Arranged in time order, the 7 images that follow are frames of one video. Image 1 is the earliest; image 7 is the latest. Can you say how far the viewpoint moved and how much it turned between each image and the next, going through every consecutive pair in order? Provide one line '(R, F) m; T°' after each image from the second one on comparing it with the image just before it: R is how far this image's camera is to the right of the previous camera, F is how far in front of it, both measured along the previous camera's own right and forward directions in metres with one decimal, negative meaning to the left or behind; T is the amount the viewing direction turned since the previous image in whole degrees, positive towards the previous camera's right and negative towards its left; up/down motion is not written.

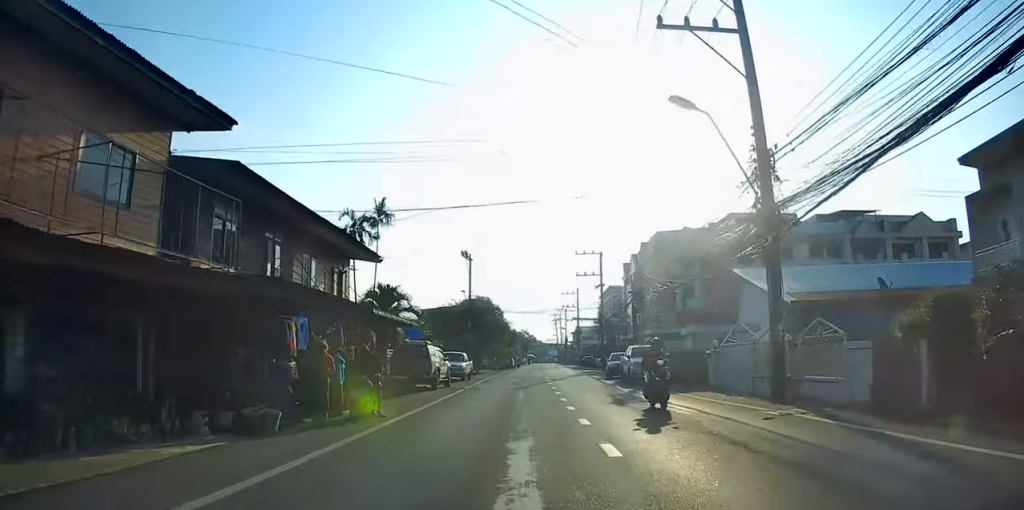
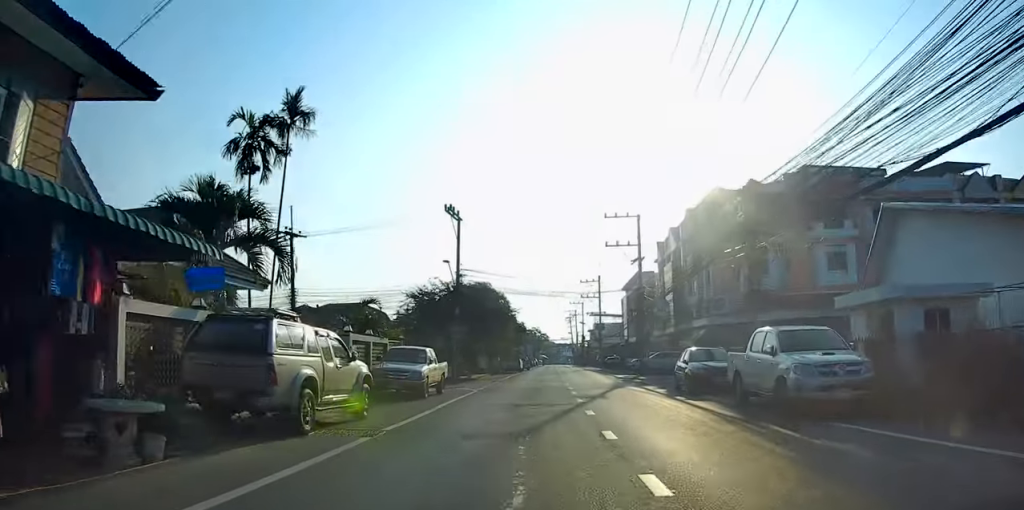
(-0.3, +16.8) m; -2°
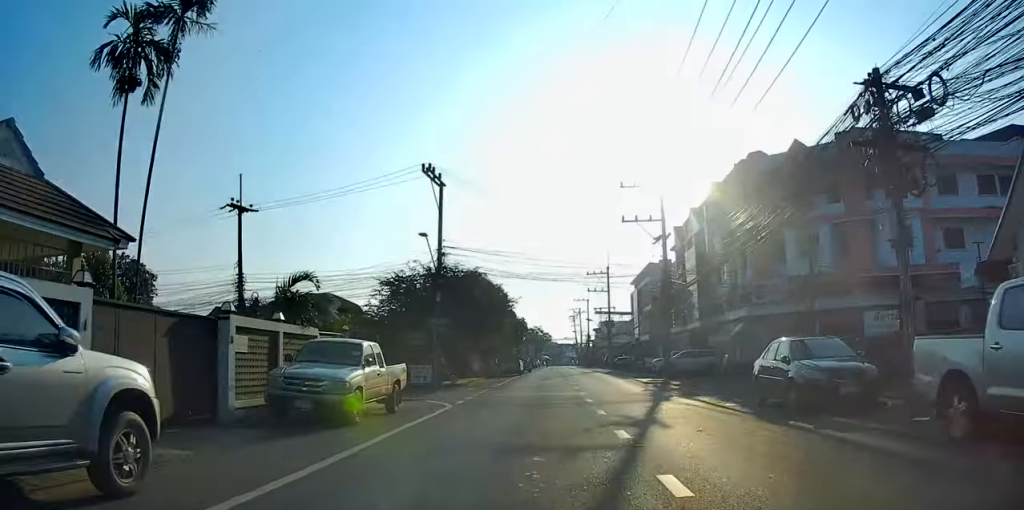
(0.0, +8.1) m; -1°
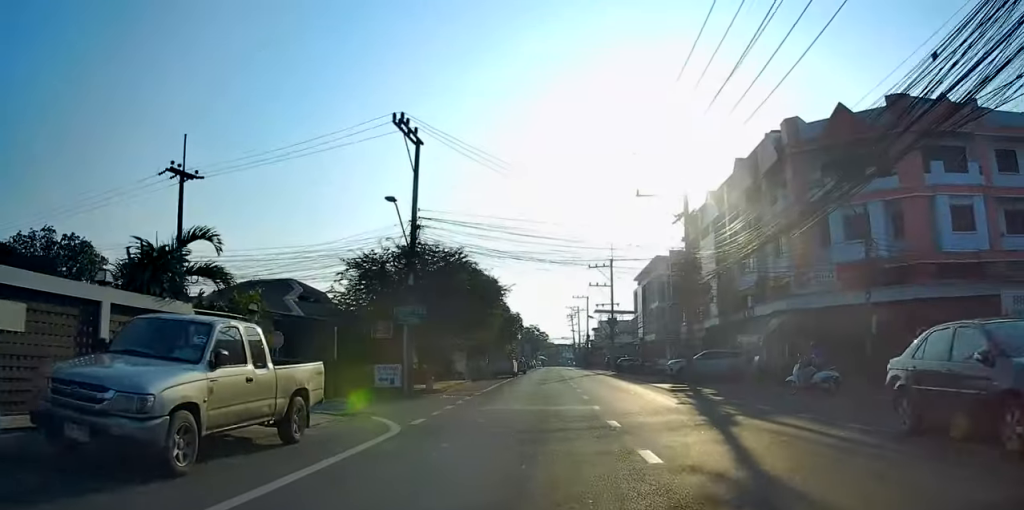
(0.0, +6.2) m; -1°
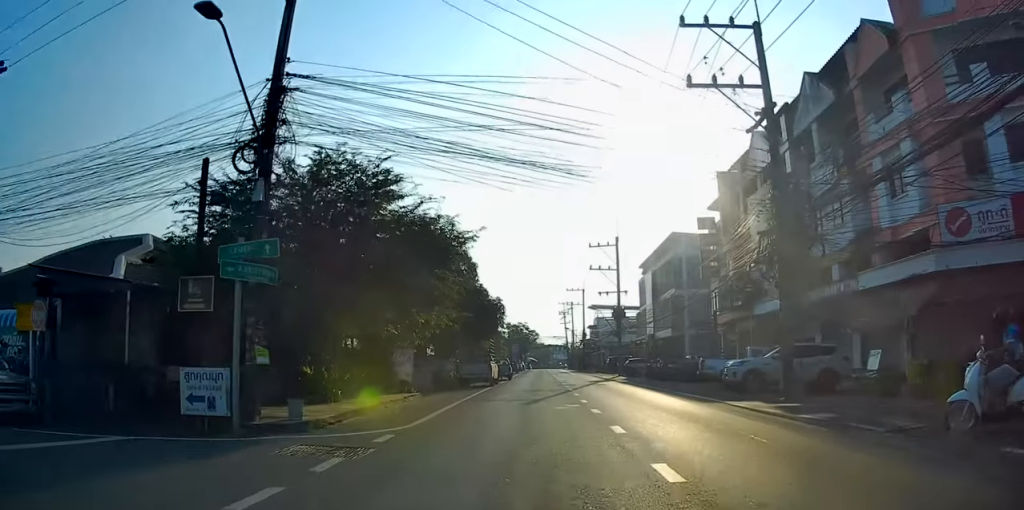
(-0.4, +12.9) m; -2°
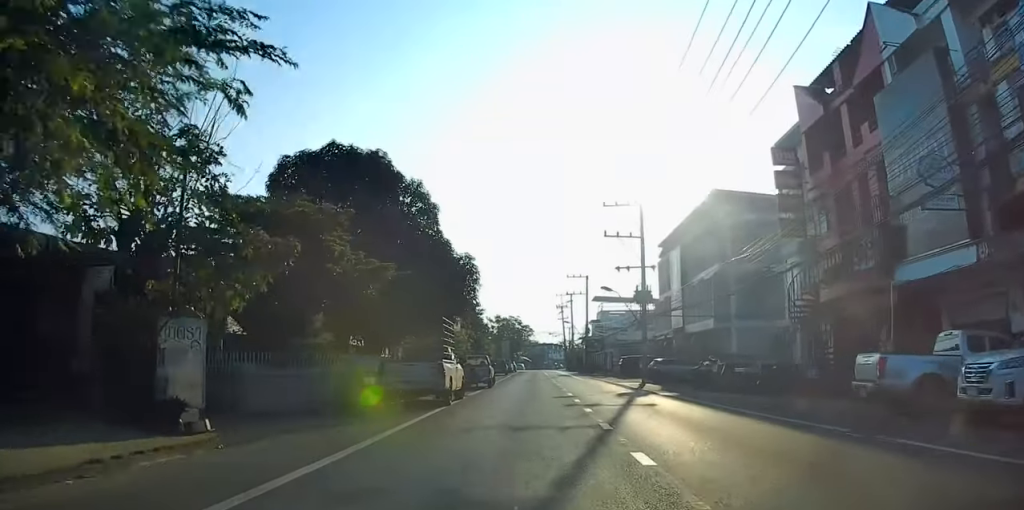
(+0.2, +14.7) m; +2°
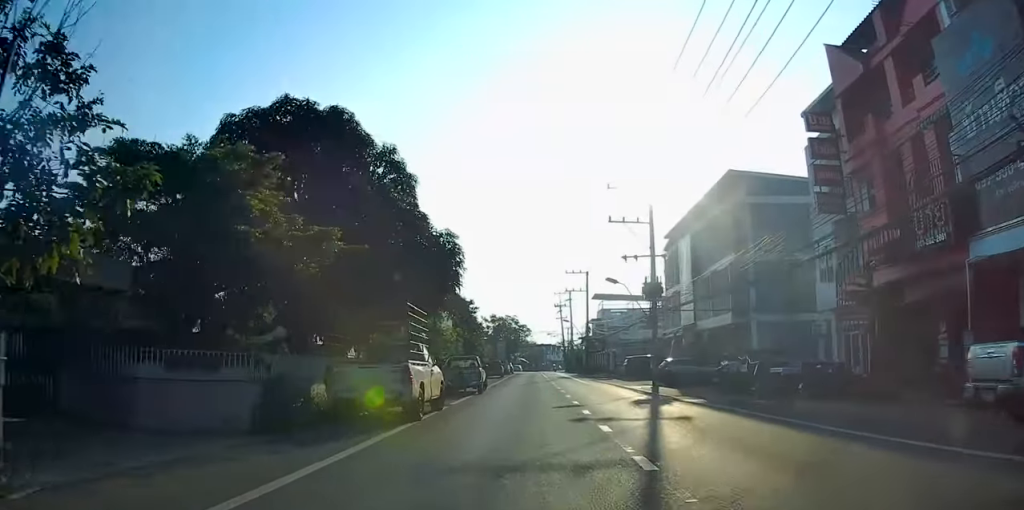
(+0.1, +4.3) m; 0°
